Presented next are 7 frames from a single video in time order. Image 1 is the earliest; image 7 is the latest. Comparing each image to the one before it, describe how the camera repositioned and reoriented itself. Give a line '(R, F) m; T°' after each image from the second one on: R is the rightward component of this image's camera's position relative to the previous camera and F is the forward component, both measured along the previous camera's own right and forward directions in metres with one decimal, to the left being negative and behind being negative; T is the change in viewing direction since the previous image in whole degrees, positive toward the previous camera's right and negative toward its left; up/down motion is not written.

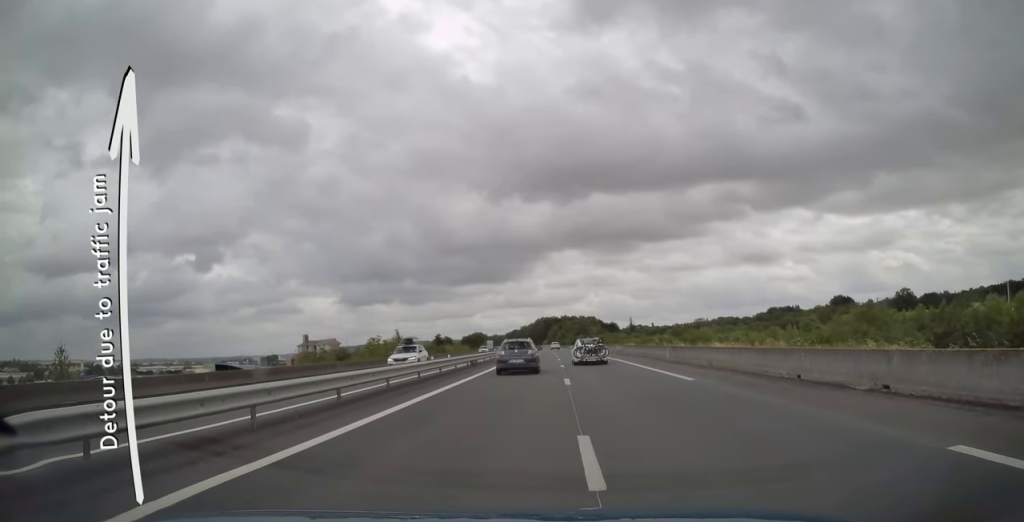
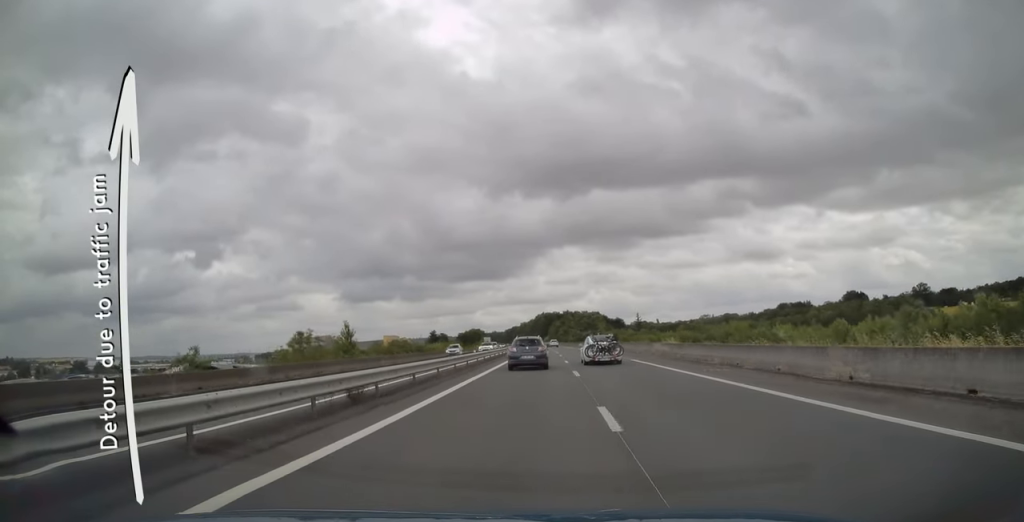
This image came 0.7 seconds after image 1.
(-0.2, +22.7) m; 0°
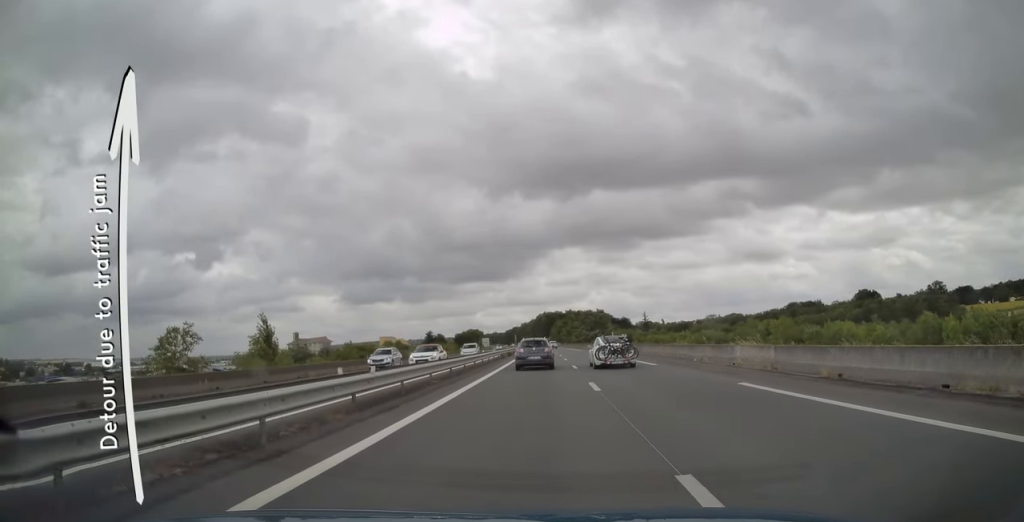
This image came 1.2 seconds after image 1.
(-0.2, +18.8) m; 0°
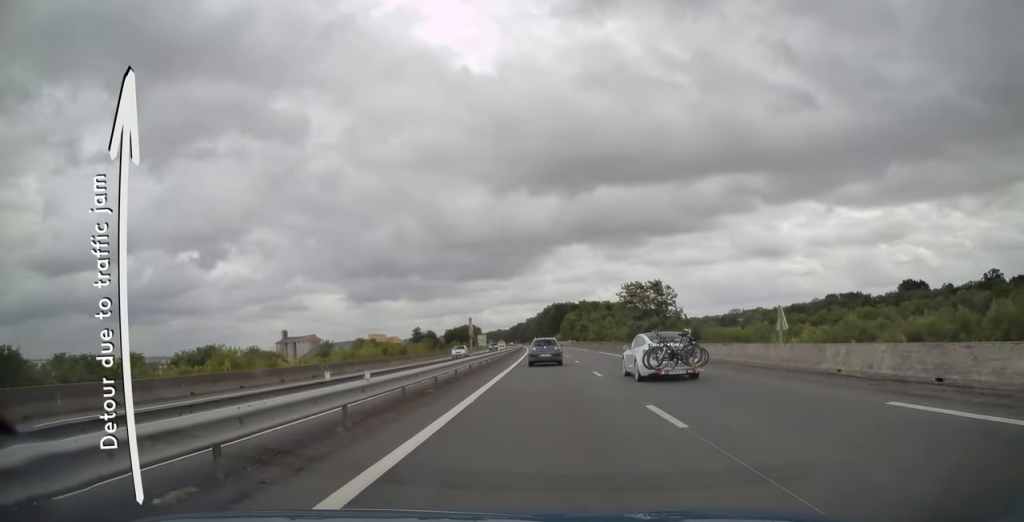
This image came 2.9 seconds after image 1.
(0.0, +59.0) m; -1°
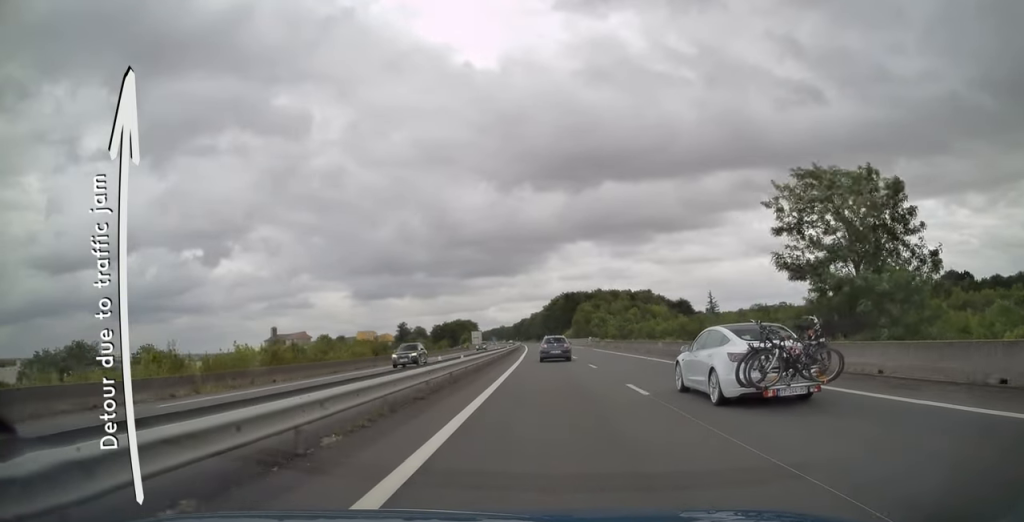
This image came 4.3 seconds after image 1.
(-0.3, +47.1) m; 0°
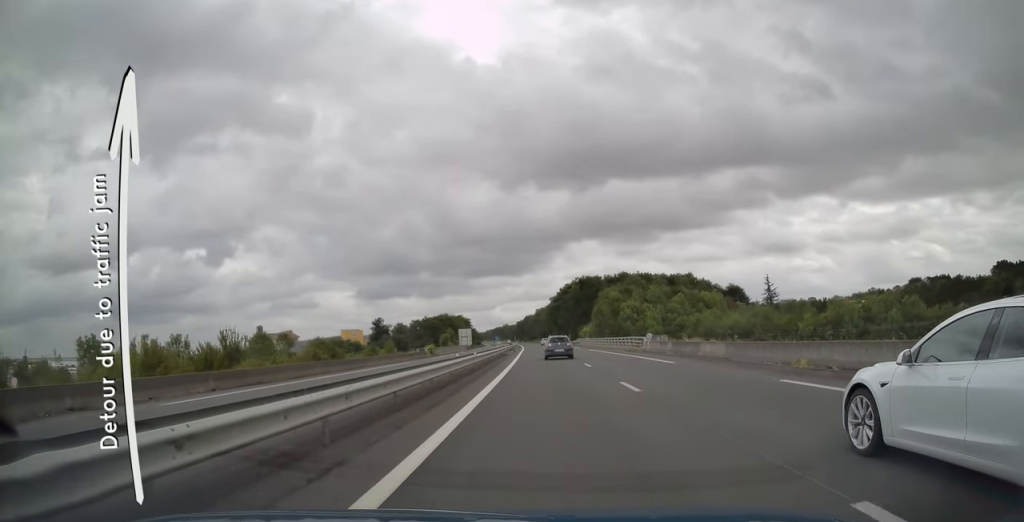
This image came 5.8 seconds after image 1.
(0.0, +51.8) m; 0°
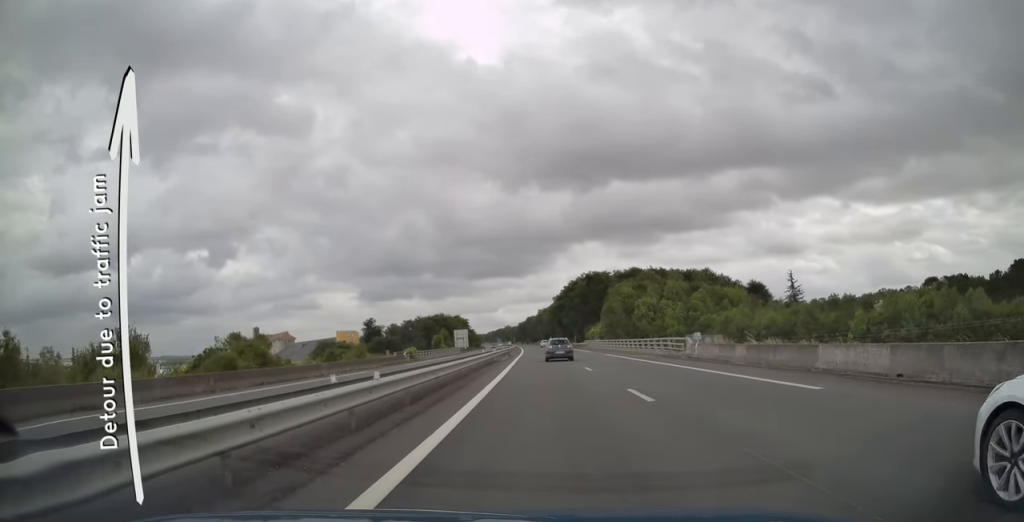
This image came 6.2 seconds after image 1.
(+0.1, +15.0) m; 0°
